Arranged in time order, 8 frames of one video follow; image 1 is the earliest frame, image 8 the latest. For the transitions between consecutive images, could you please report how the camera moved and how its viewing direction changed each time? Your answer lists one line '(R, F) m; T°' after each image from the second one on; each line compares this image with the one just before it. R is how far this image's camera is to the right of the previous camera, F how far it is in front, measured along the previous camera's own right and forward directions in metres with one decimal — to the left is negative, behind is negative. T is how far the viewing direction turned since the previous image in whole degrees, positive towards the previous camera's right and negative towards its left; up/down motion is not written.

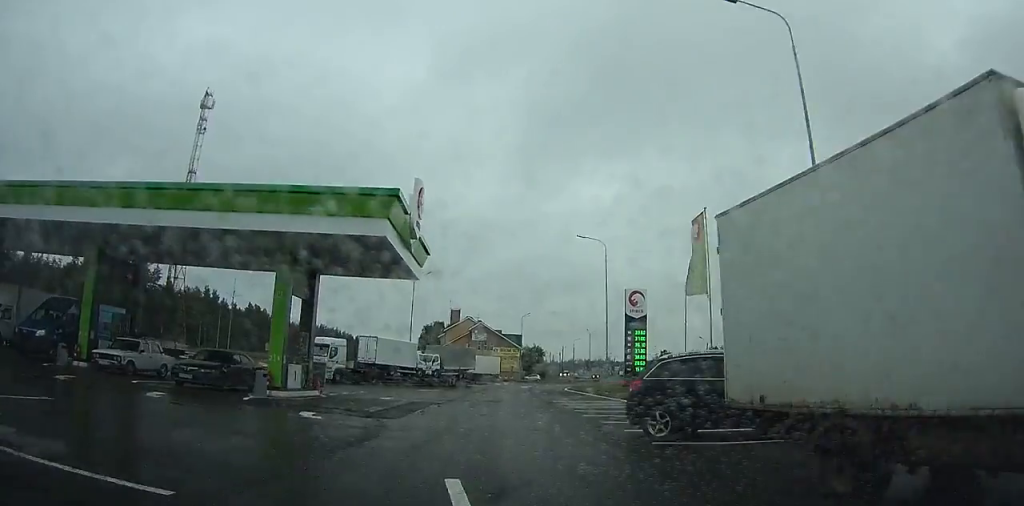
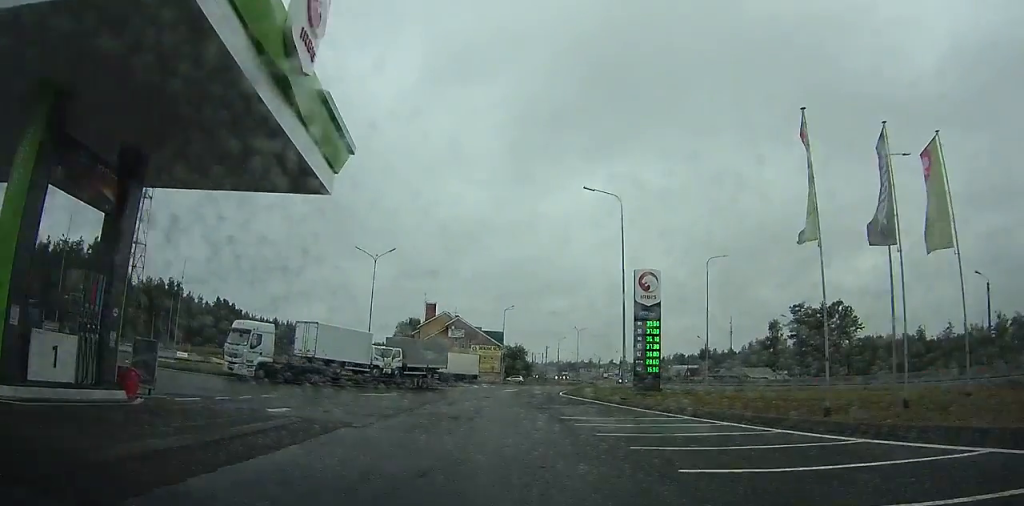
(-0.6, +11.5) m; -2°
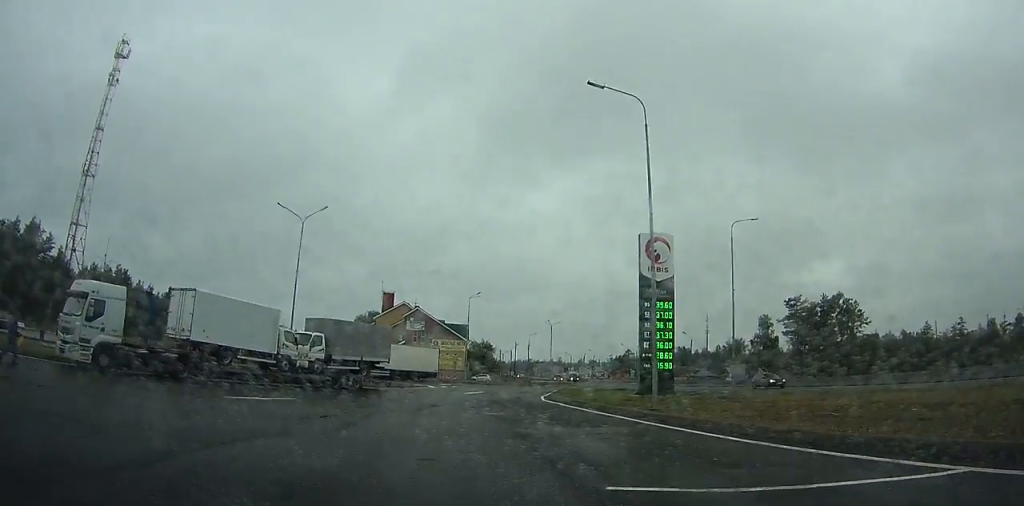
(+0.6, +12.9) m; +1°
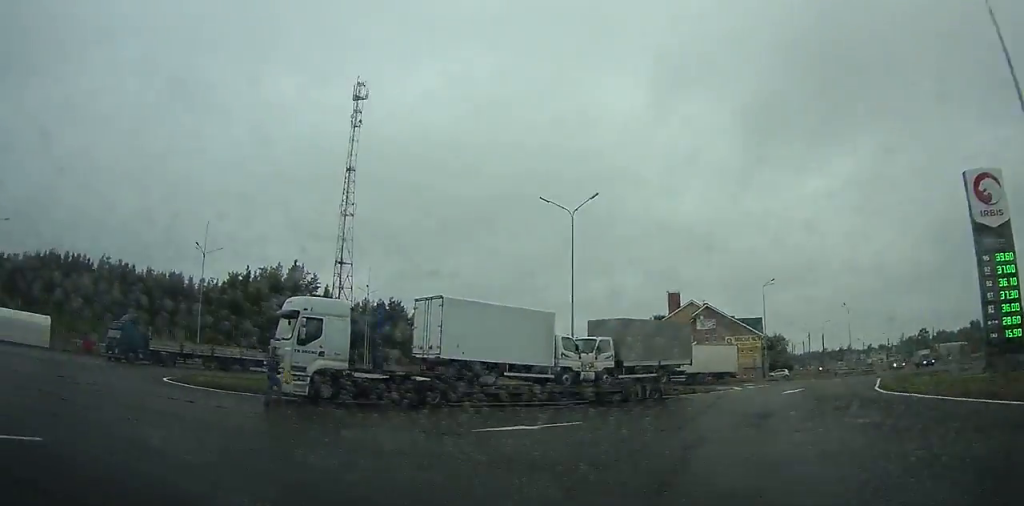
(-0.5, +6.5) m; -7°
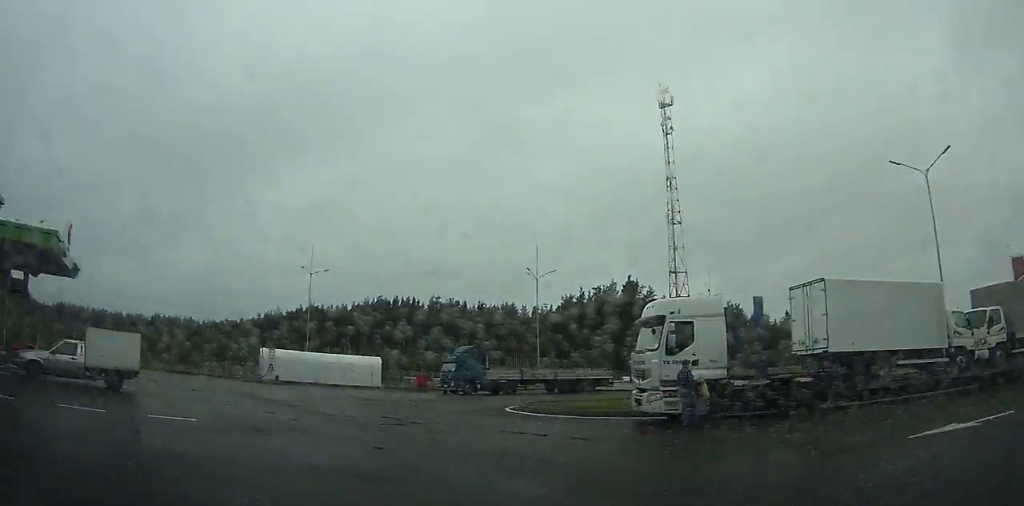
(-0.2, +3.6) m; -16°
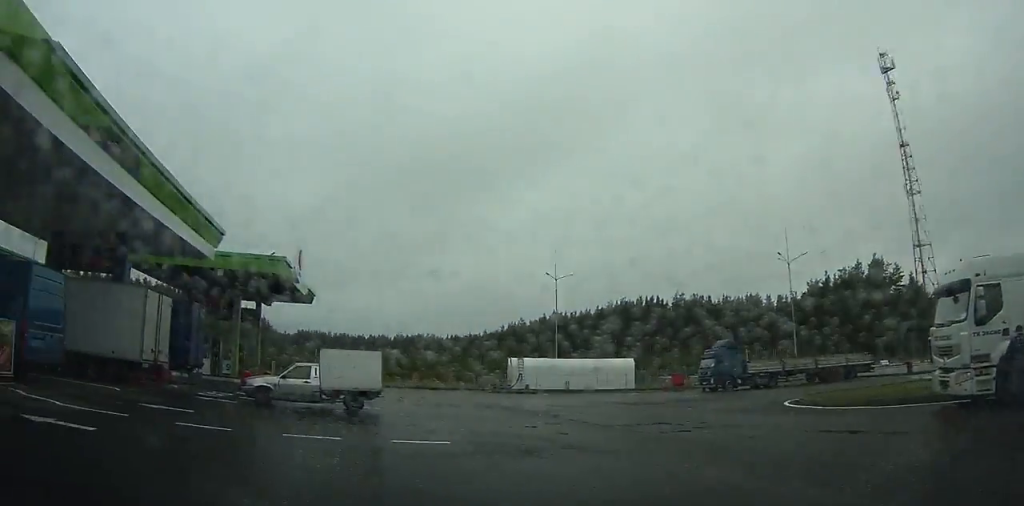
(+0.4, +2.4) m; -18°
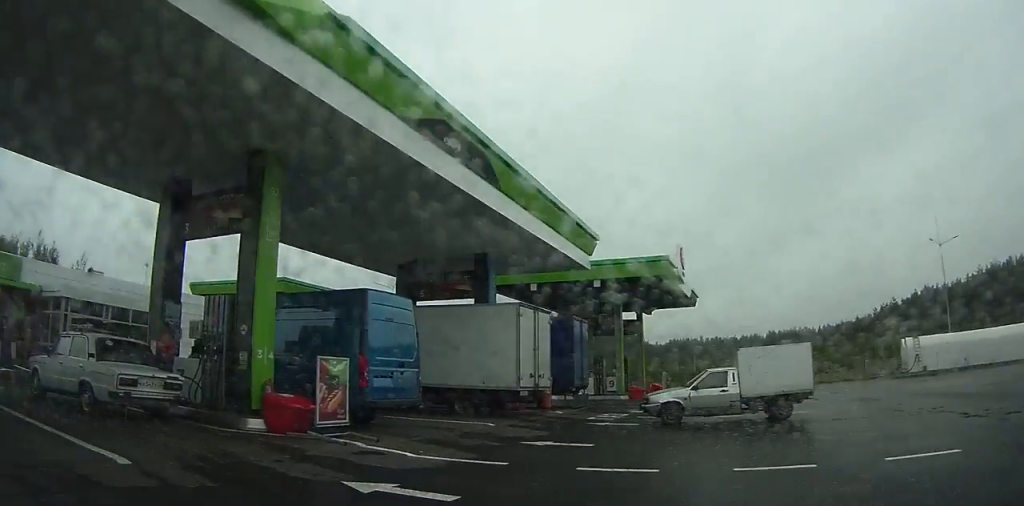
(-1.3, +2.0) m; -44°
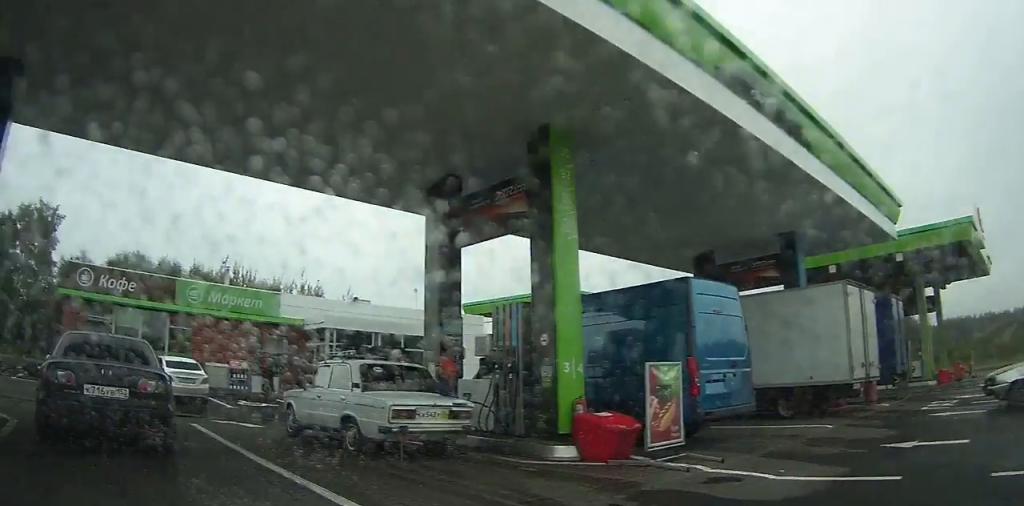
(-1.0, +2.0) m; -32°
